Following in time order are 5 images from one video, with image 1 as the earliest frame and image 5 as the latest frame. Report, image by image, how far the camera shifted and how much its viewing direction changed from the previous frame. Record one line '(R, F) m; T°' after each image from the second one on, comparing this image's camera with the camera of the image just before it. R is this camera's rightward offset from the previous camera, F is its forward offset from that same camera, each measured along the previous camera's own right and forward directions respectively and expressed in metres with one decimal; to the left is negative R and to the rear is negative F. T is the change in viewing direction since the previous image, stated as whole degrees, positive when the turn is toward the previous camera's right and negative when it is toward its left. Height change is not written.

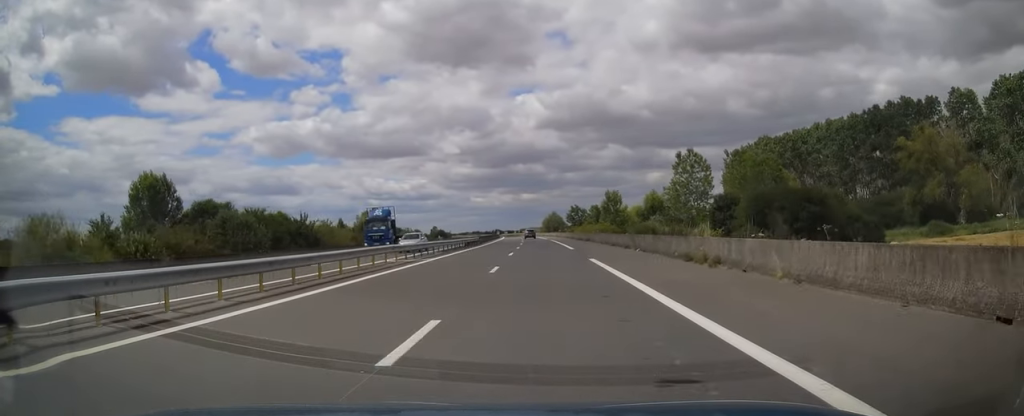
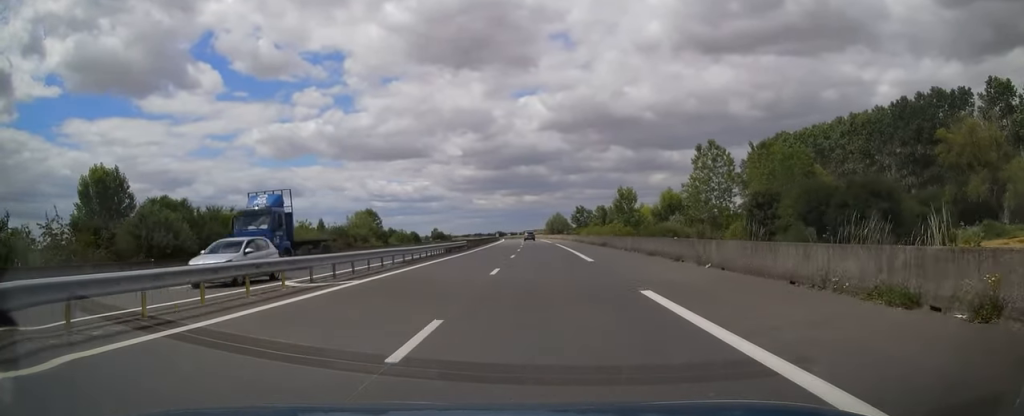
(0.0, +12.7) m; -1°
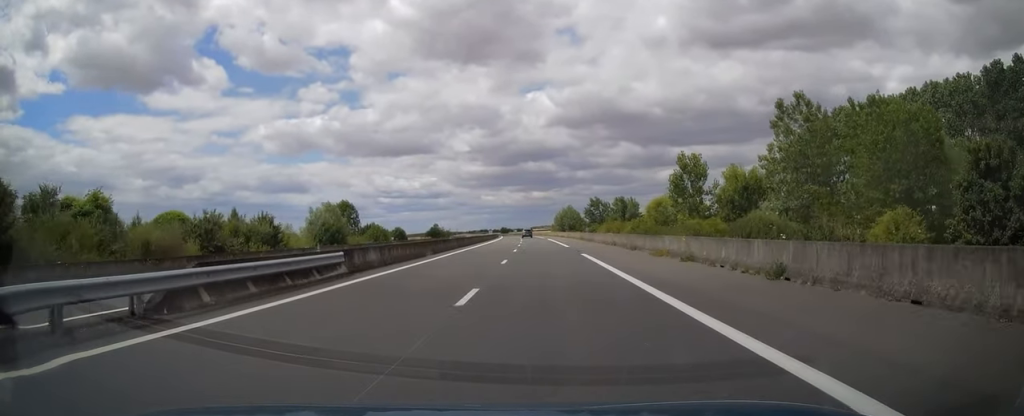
(-0.5, +34.2) m; 0°
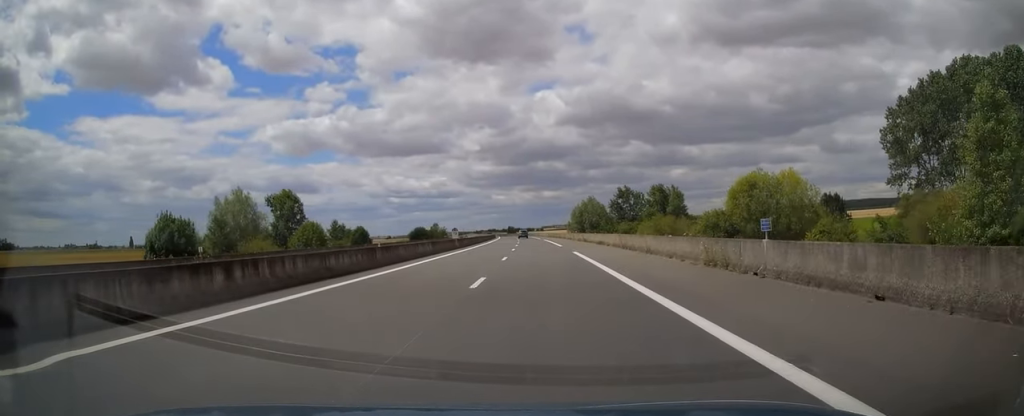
(0.0, +48.4) m; -1°
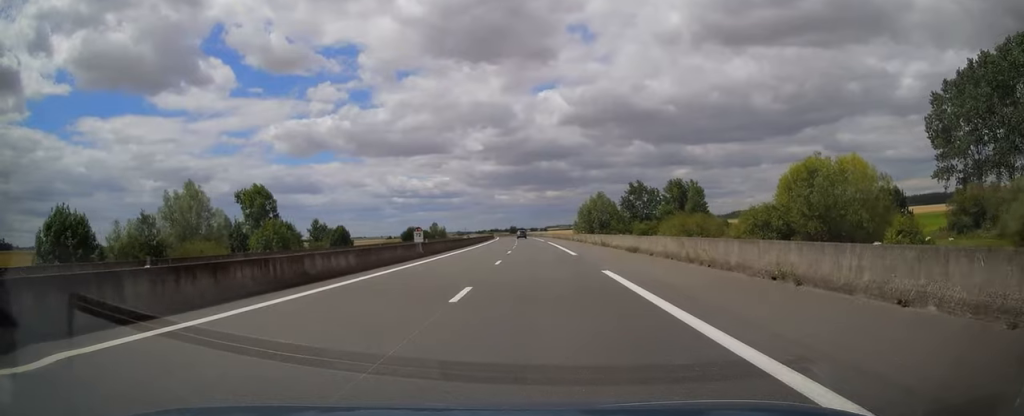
(-0.2, +15.6) m; -1°
